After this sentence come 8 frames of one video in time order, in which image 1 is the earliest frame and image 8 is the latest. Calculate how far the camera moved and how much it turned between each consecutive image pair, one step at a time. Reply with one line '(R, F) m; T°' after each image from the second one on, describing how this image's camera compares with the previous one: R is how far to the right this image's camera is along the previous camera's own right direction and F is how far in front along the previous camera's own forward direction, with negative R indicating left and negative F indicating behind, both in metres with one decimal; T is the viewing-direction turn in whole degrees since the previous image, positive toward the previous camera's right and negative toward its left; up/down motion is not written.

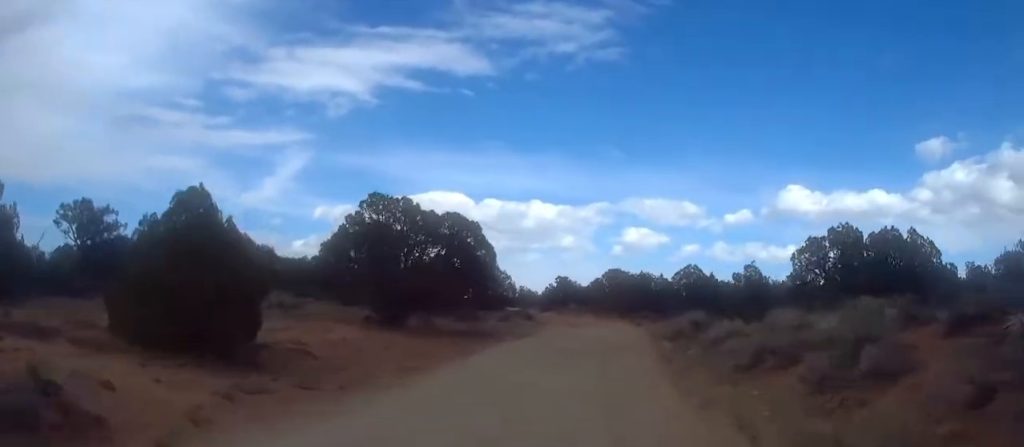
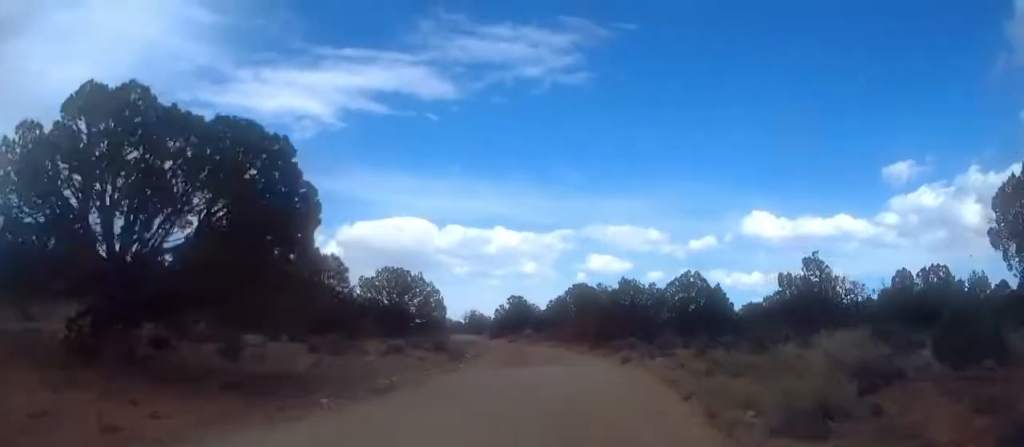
(+0.7, +20.3) m; +2°
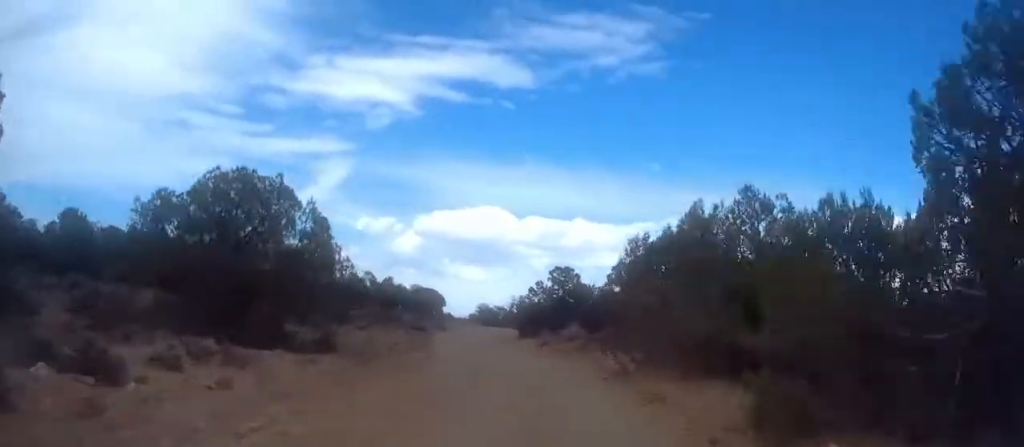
(-0.8, +34.6) m; -5°
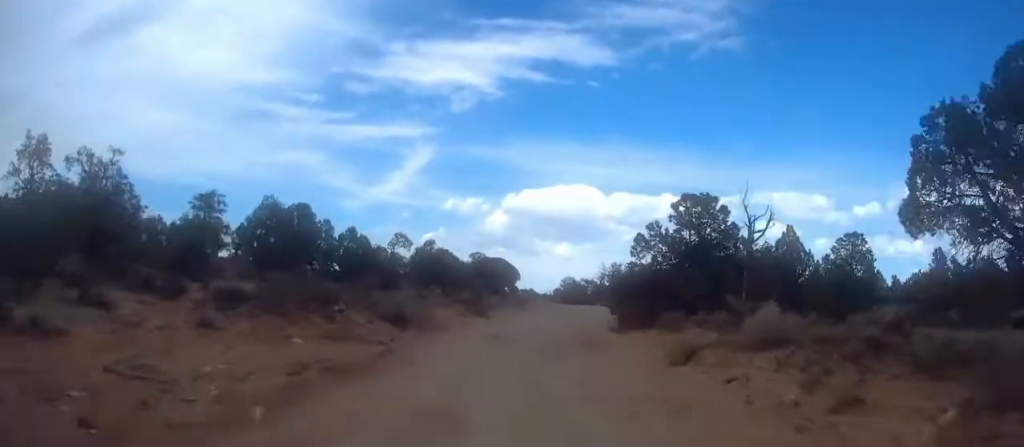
(-1.6, +25.2) m; -5°
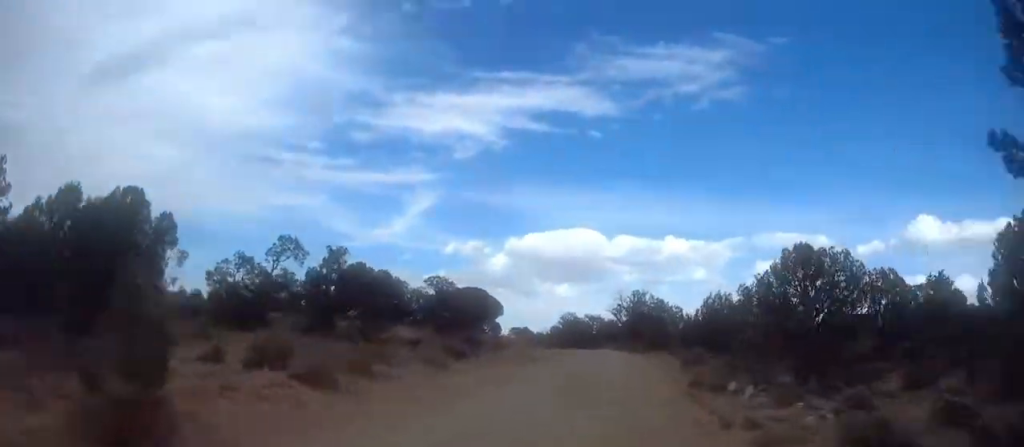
(-0.4, +26.4) m; 0°
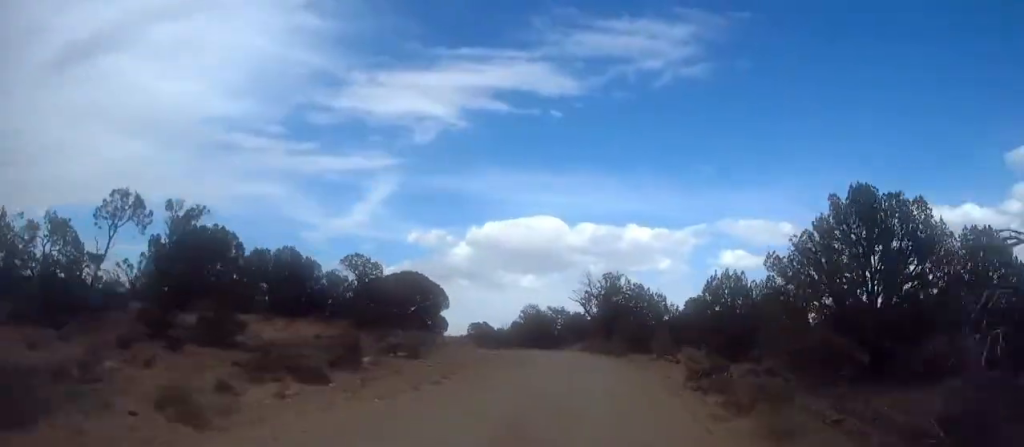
(+0.1, +12.7) m; 0°
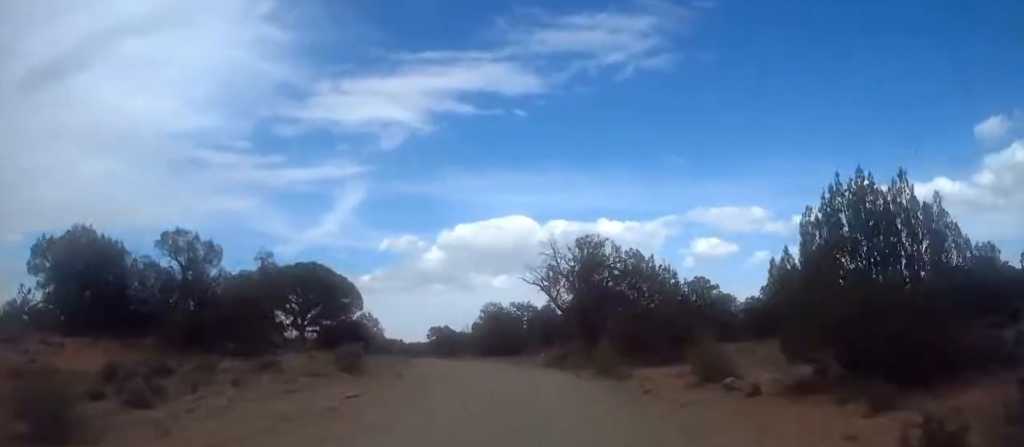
(+0.1, +18.5) m; -2°
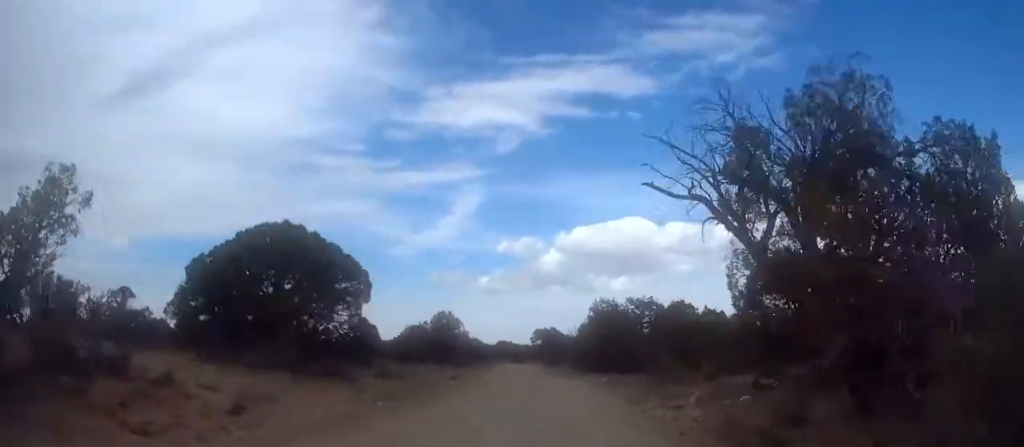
(-0.6, +19.7) m; -4°
